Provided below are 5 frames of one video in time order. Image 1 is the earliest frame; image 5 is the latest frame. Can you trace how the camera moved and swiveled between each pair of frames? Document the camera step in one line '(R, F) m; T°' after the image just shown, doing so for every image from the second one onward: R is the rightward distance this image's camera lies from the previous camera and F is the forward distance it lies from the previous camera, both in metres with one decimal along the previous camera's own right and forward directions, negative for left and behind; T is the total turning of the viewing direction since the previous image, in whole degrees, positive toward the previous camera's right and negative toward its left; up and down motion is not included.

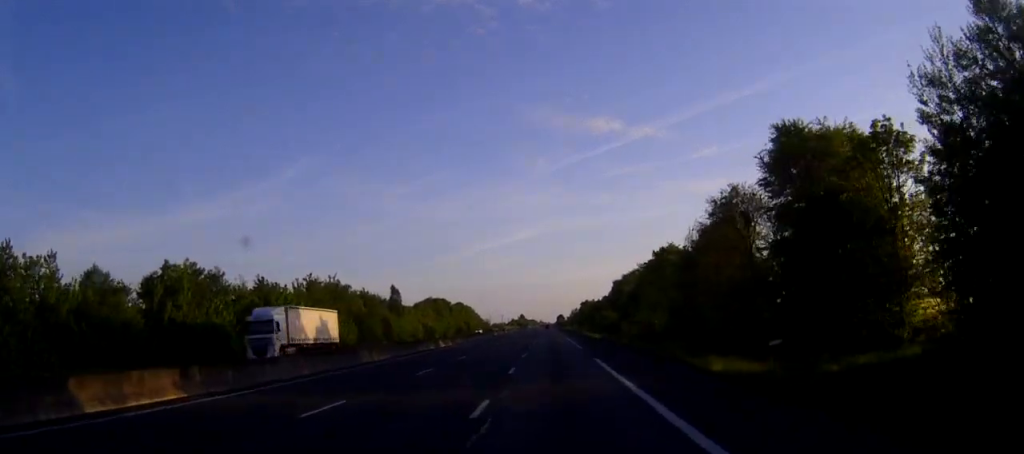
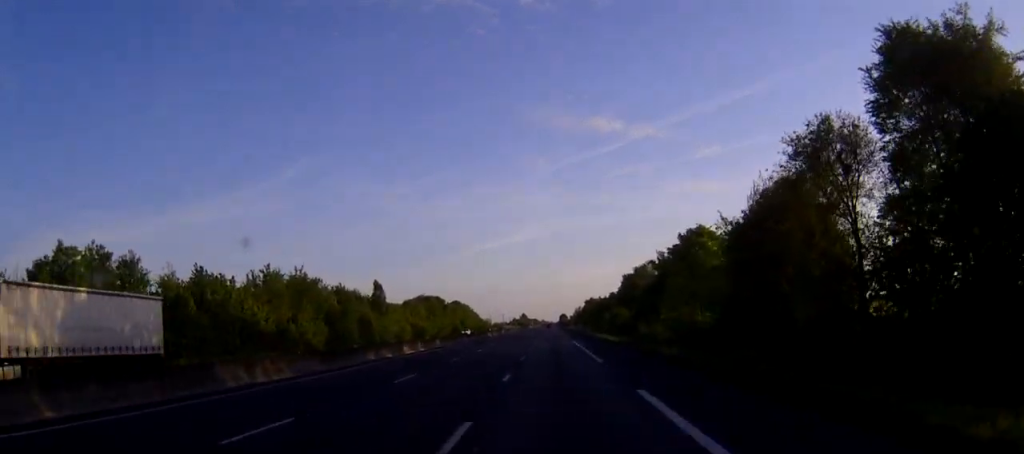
(0.0, +17.1) m; 0°
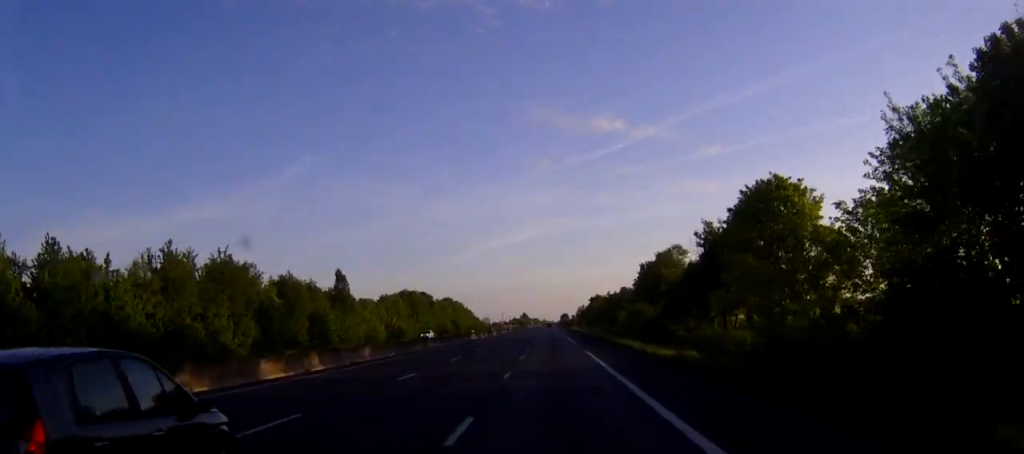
(0.0, +25.3) m; 0°
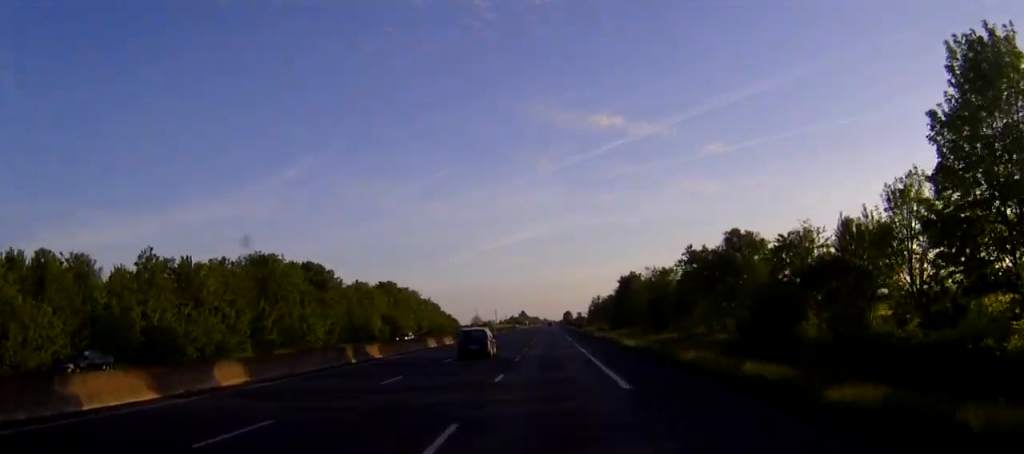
(-0.3, +92.3) m; 0°
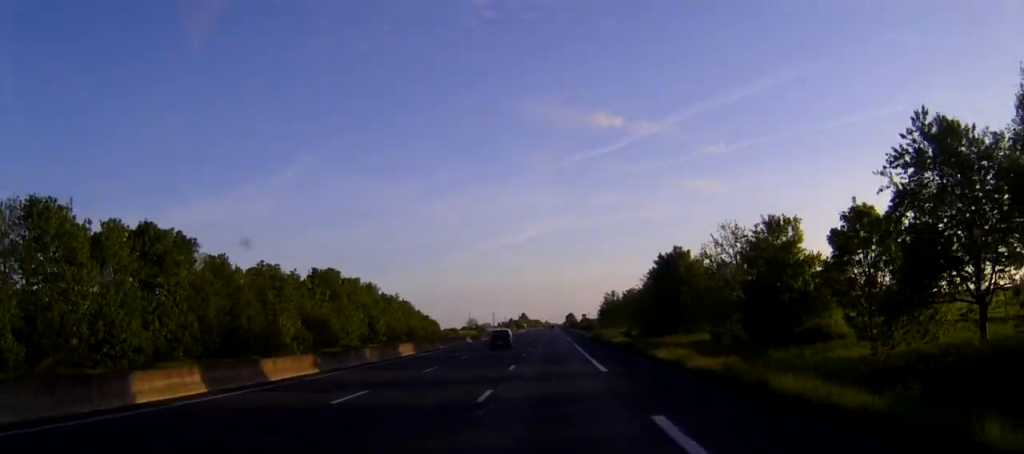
(+0.2, +44.3) m; 0°
